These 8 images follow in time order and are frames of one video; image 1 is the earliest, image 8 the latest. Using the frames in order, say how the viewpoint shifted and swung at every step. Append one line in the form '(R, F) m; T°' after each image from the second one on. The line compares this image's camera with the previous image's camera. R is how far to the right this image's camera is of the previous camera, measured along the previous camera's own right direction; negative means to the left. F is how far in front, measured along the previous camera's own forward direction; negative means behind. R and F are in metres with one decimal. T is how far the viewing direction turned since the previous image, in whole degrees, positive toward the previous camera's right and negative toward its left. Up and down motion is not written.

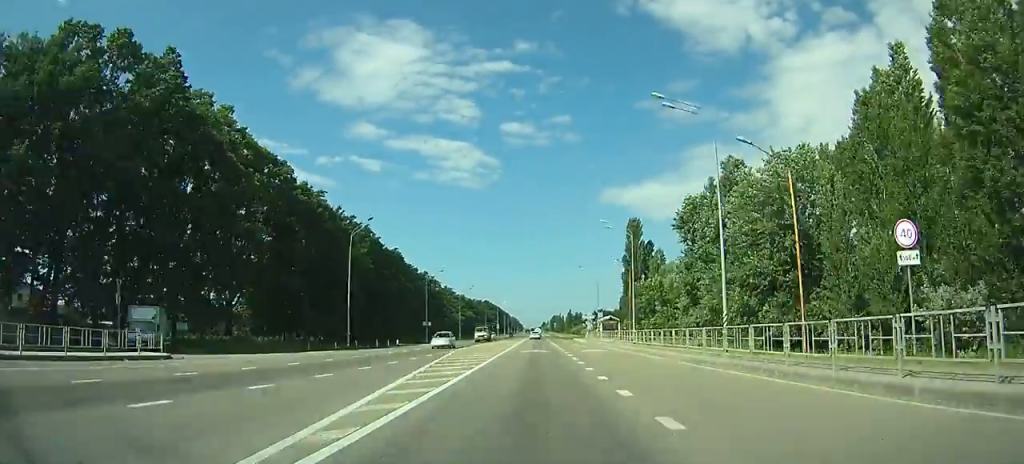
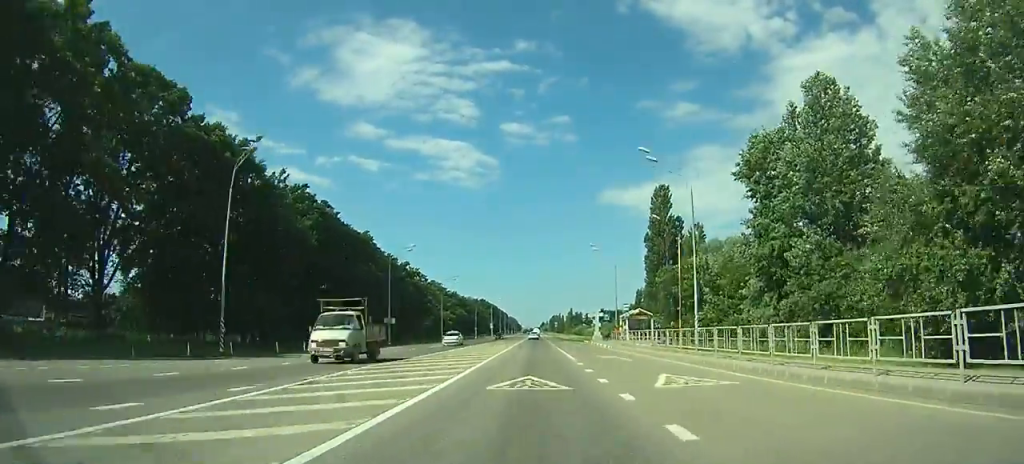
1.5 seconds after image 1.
(+0.1, +26.2) m; 0°
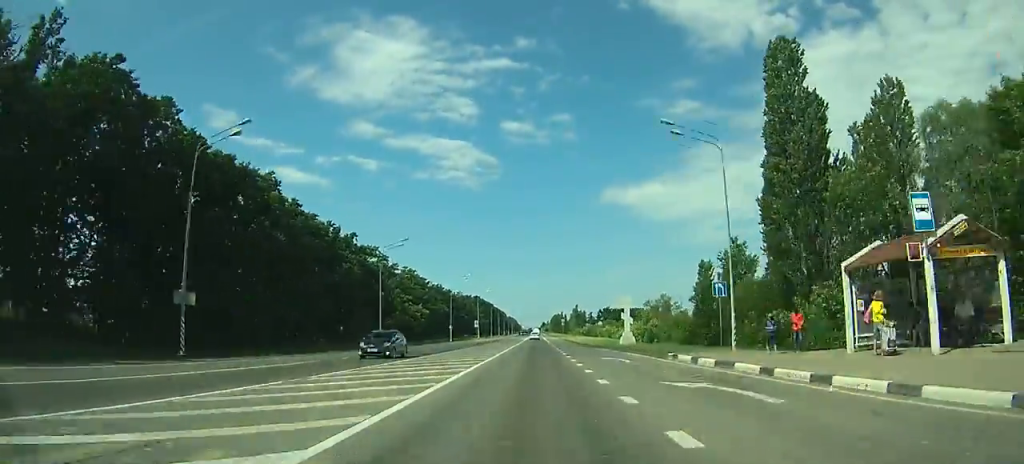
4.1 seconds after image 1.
(+0.2, +46.4) m; 0°
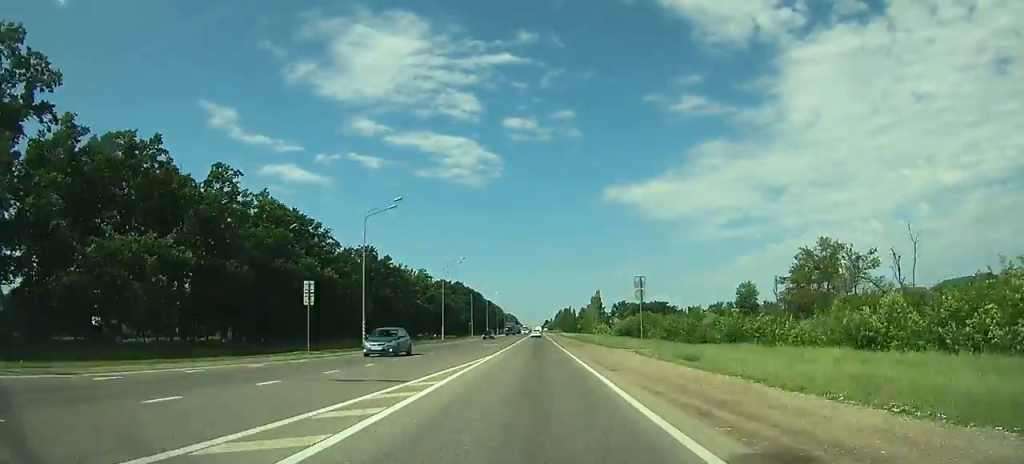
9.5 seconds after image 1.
(-0.3, +99.7) m; 0°
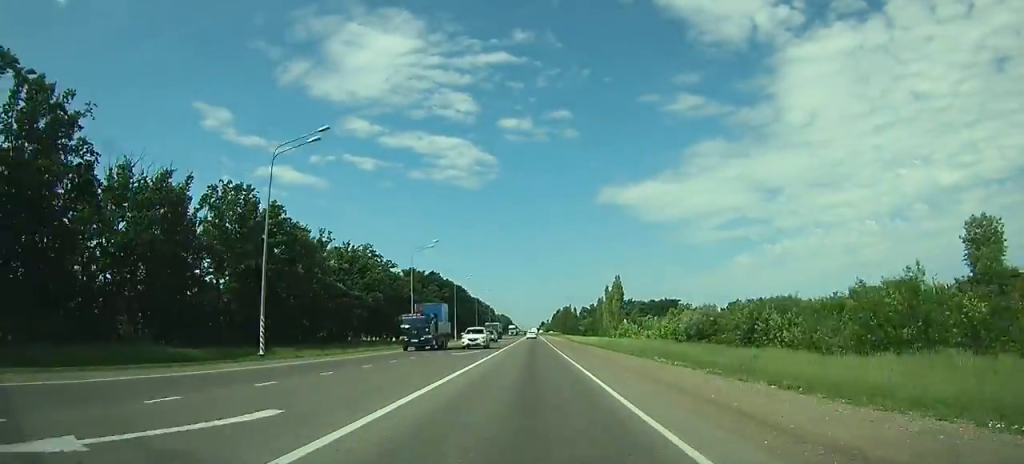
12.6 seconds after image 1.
(-0.1, +61.7) m; 0°
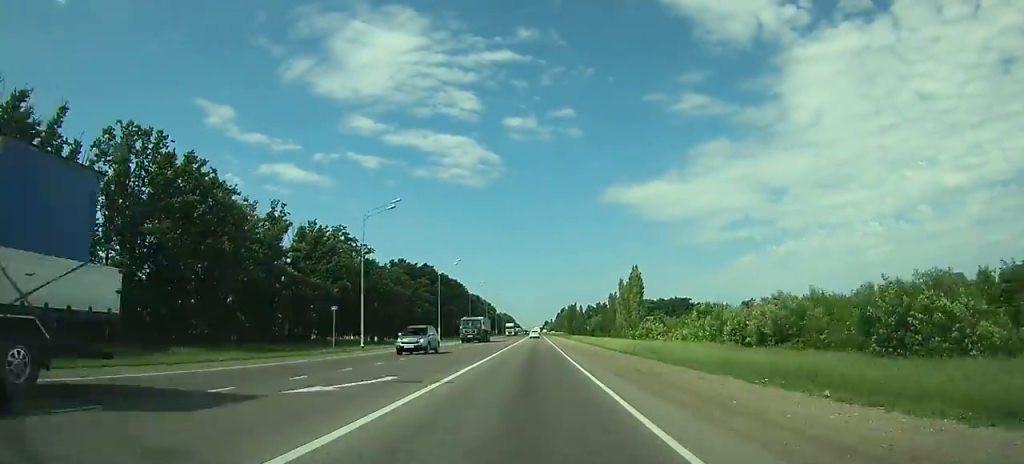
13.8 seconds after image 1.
(0.0, +23.8) m; 0°
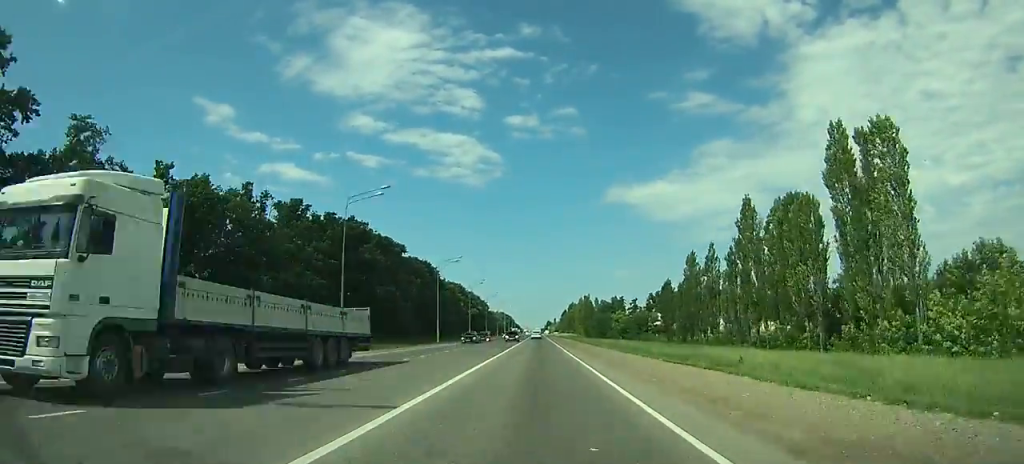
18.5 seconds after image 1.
(+0.1, +91.2) m; 0°
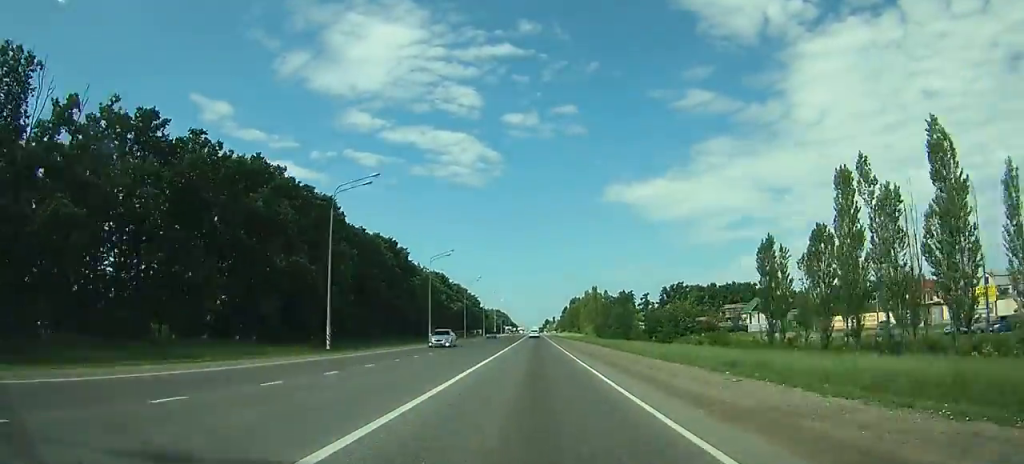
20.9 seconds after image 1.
(+0.1, +44.2) m; 0°
